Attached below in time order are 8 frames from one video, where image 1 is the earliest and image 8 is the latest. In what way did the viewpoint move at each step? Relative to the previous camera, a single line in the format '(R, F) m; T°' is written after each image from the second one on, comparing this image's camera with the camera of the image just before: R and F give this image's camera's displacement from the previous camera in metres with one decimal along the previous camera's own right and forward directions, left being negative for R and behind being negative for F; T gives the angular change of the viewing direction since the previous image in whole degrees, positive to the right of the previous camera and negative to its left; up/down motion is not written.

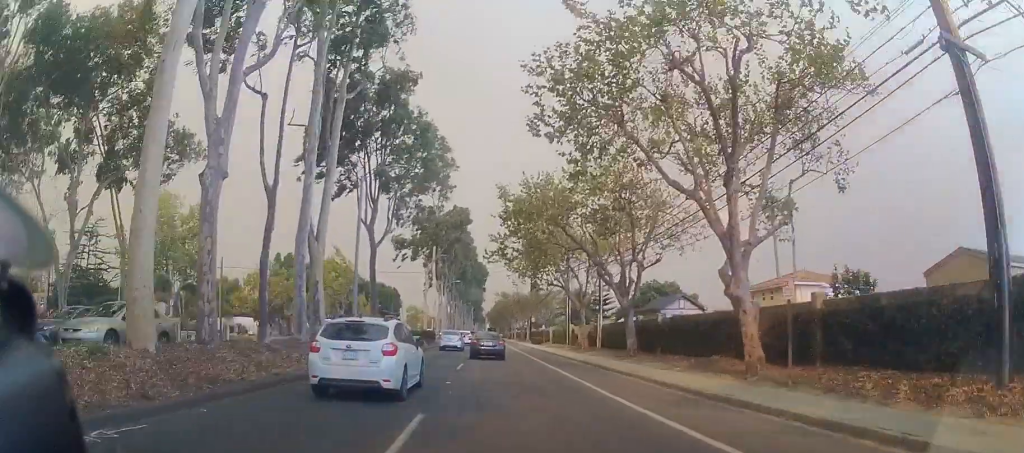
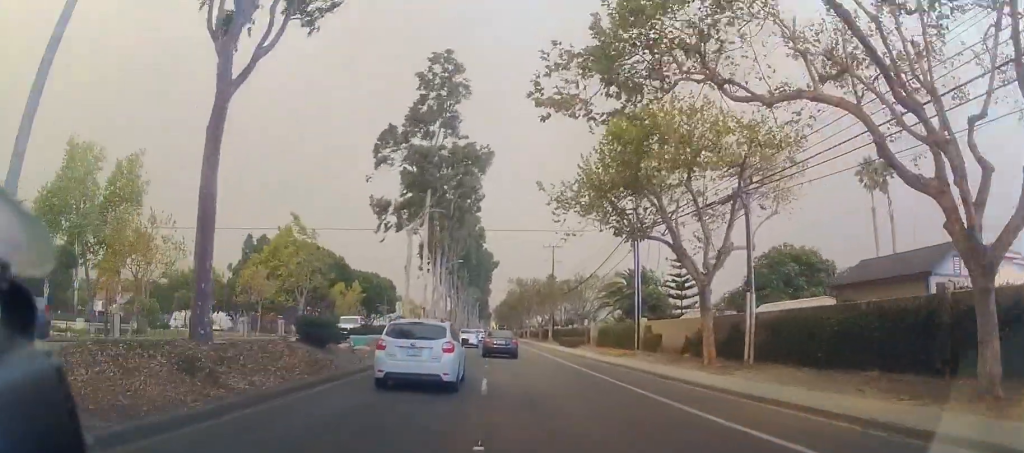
(-0.3, +21.3) m; -2°
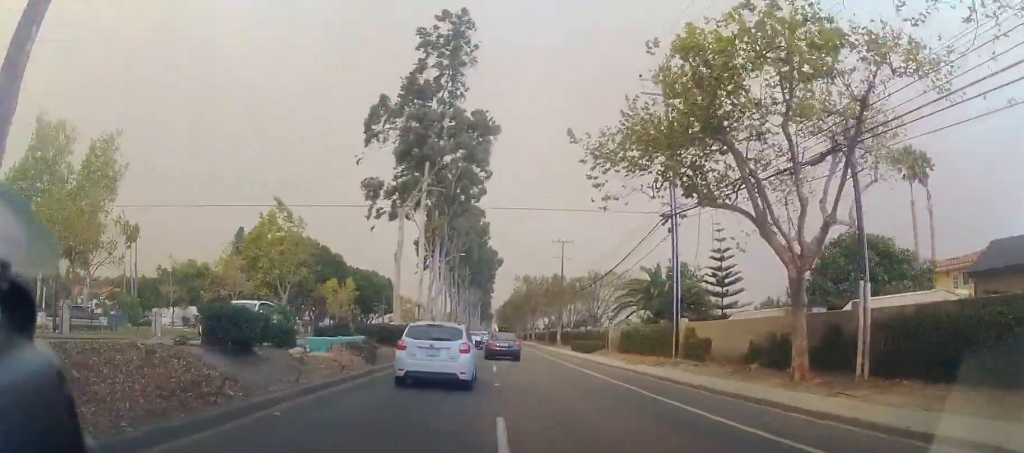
(0.0, +6.5) m; -1°
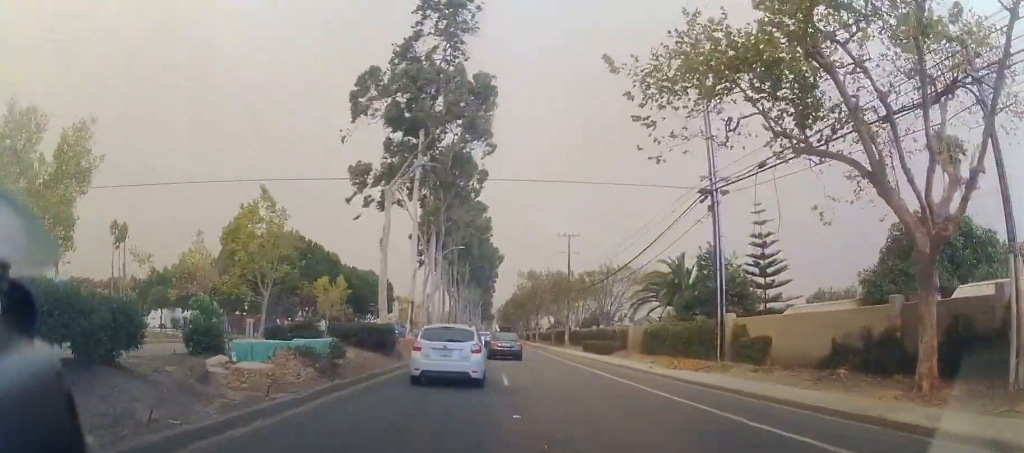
(+0.1, +5.4) m; -1°
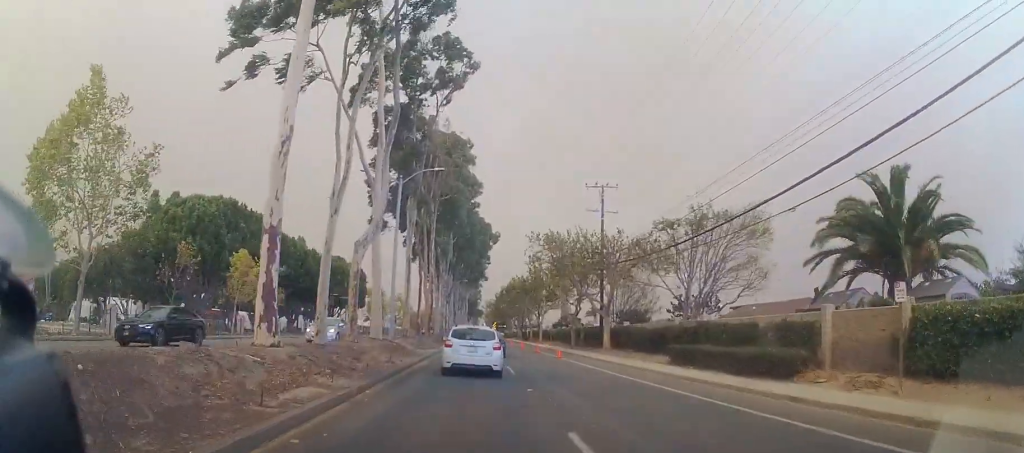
(-0.9, +25.0) m; -2°
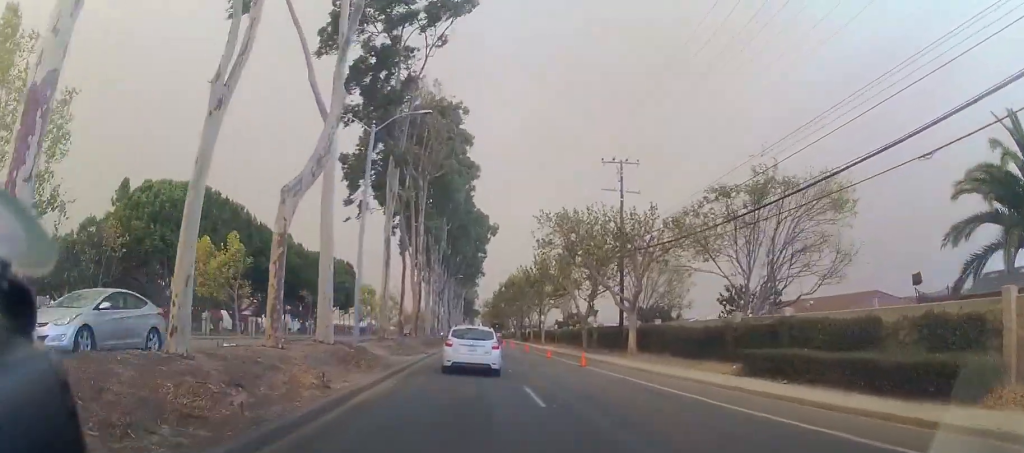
(0.0, +8.1) m; +3°
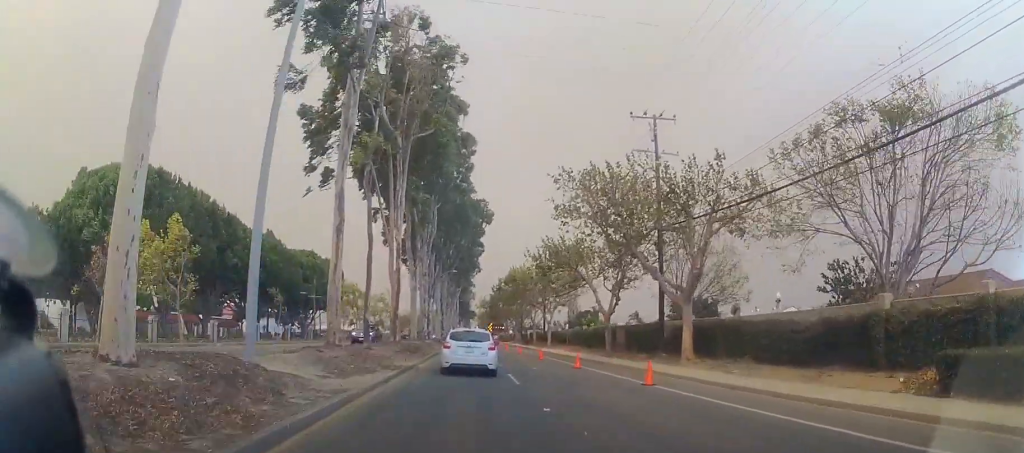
(+0.5, +9.9) m; +2°
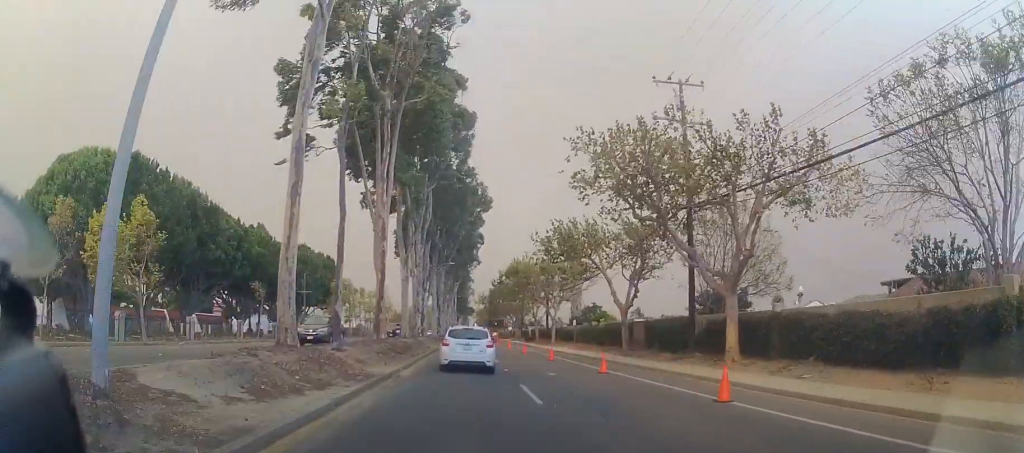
(+0.2, +5.0) m; +1°
